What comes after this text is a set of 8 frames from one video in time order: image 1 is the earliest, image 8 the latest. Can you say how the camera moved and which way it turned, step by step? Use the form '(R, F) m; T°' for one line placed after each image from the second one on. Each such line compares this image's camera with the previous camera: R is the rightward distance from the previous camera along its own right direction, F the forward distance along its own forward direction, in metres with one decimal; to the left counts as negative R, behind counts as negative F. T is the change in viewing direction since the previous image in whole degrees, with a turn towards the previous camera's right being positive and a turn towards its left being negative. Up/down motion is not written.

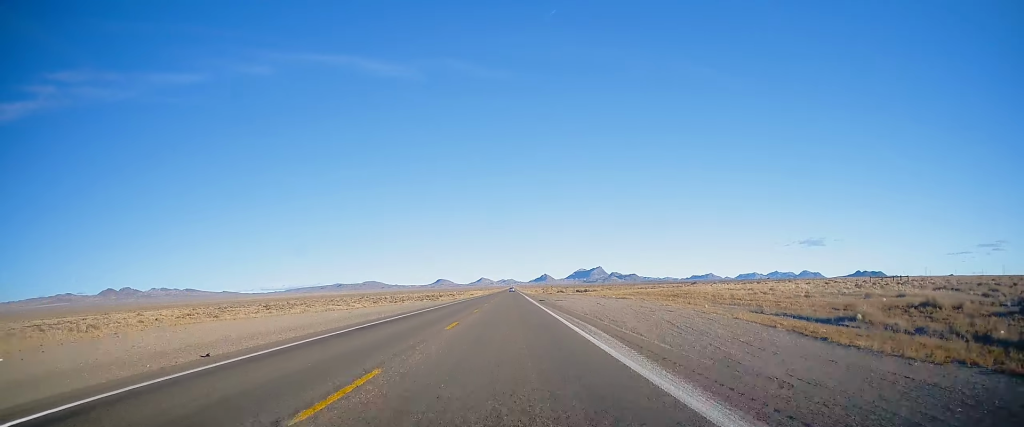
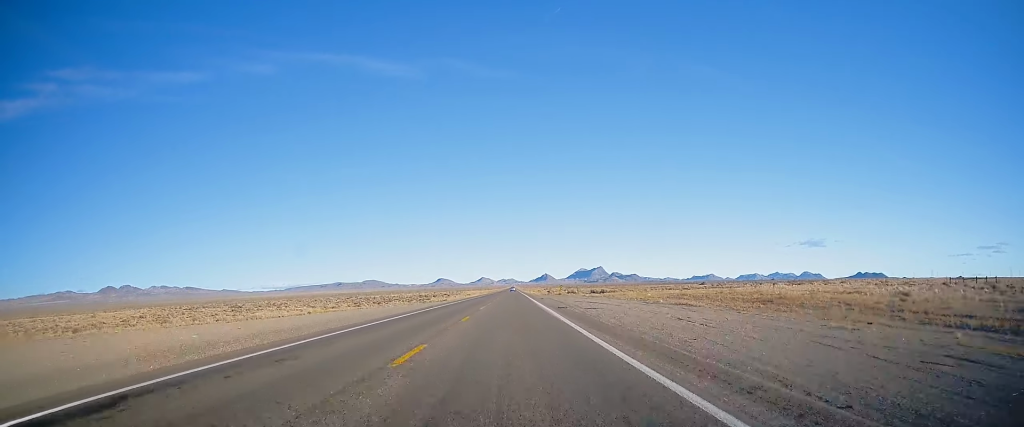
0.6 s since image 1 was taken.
(-0.3, +20.5) m; 0°
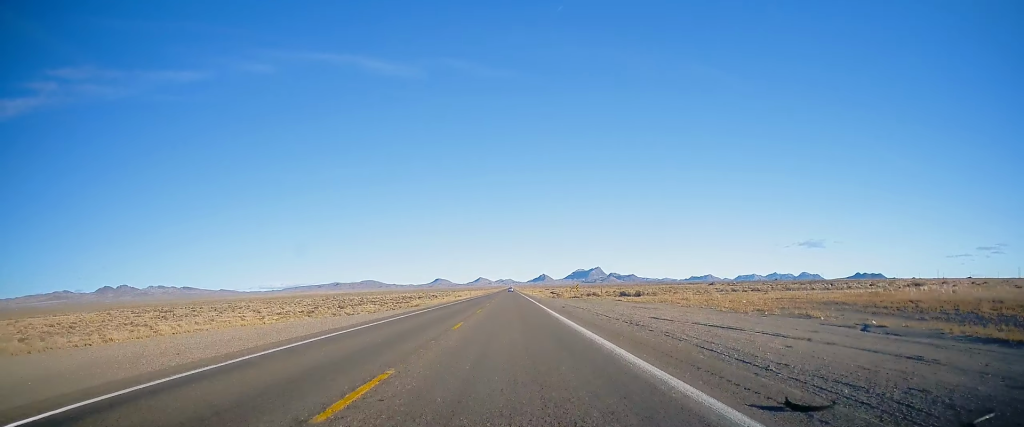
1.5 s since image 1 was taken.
(0.0, +28.1) m; 0°
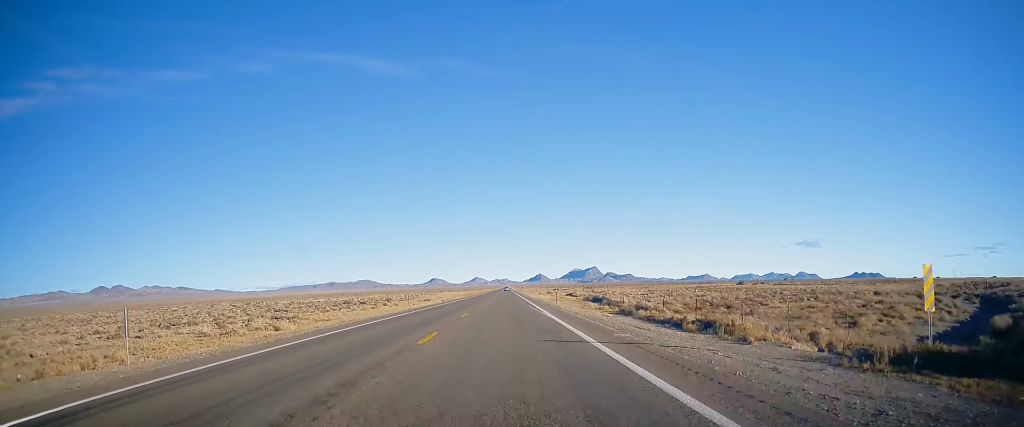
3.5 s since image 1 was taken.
(+0.1, +65.1) m; 0°
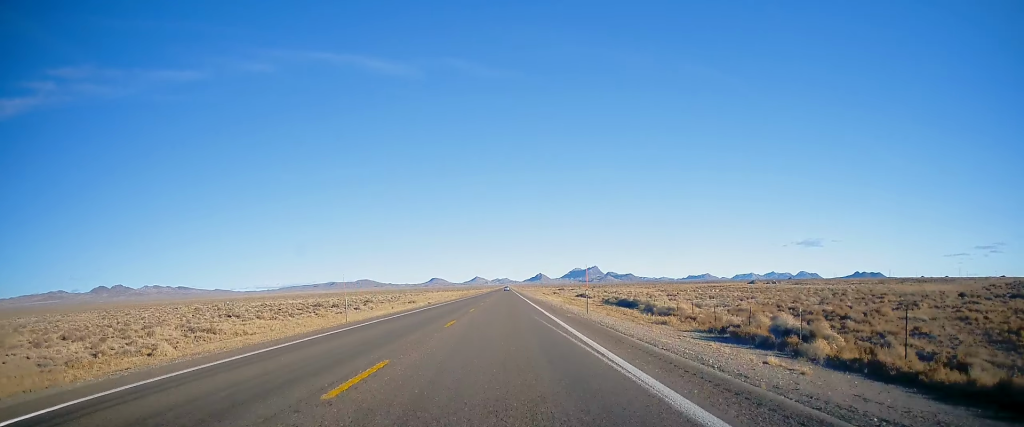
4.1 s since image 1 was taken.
(0.0, +18.5) m; 0°
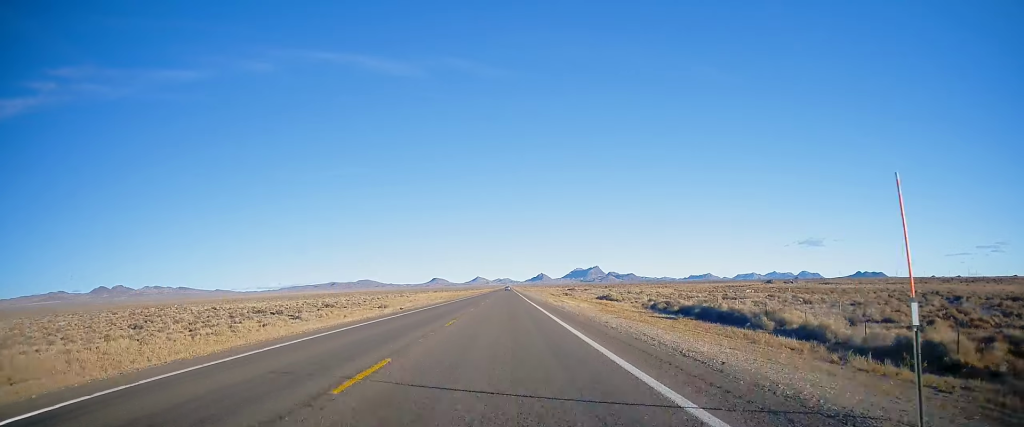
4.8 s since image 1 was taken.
(-0.2, +24.1) m; 0°
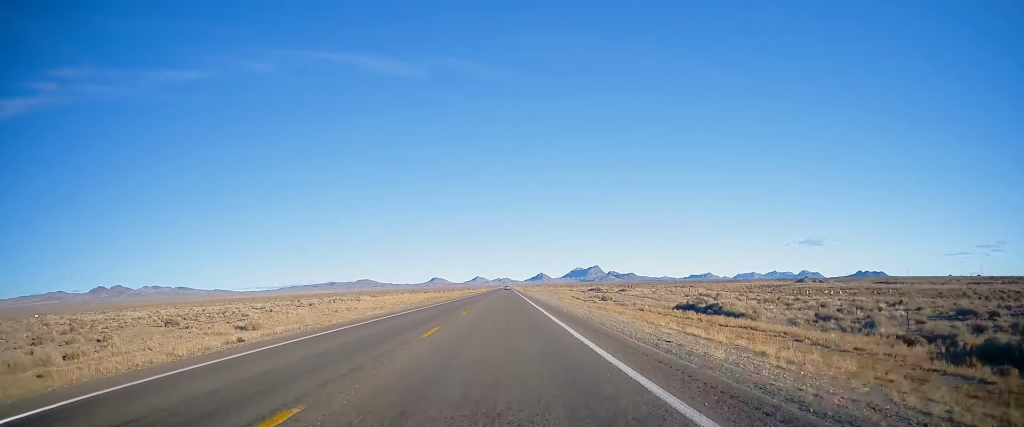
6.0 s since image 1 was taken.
(+0.4, +40.9) m; 0°
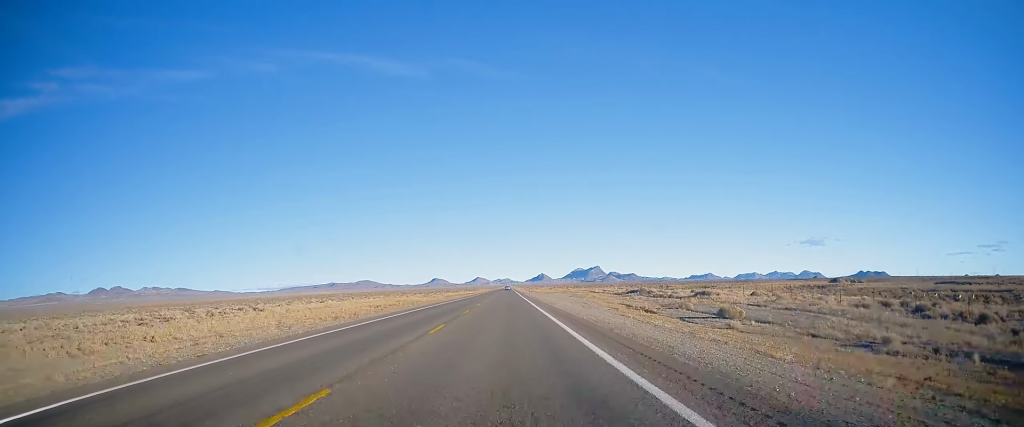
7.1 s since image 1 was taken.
(-0.6, +35.6) m; -1°
